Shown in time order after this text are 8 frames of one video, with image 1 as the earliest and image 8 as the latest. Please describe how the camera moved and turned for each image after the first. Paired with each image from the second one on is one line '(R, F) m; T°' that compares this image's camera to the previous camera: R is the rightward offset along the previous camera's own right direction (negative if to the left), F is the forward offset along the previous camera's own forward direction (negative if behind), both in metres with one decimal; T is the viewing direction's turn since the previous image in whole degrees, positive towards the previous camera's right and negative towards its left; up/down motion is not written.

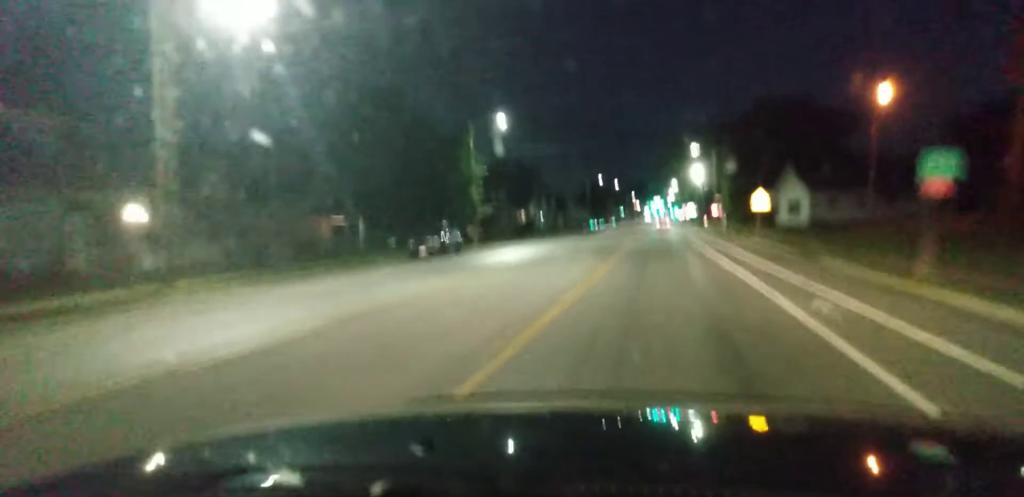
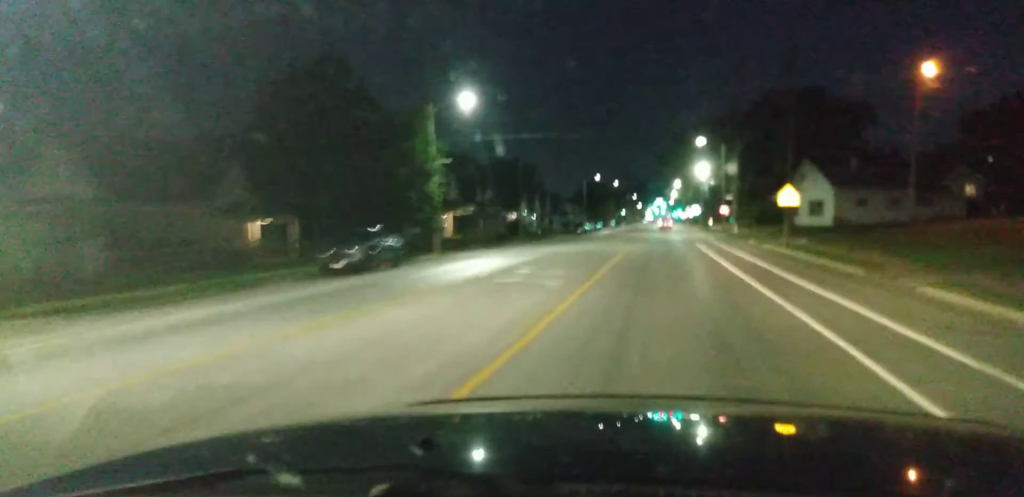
(0.0, +11.4) m; -1°
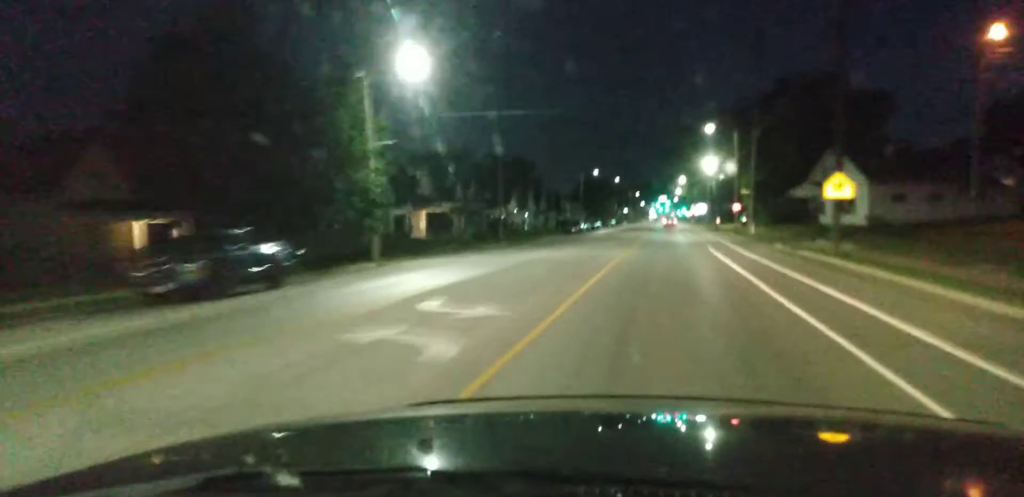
(0.0, +9.8) m; -1°
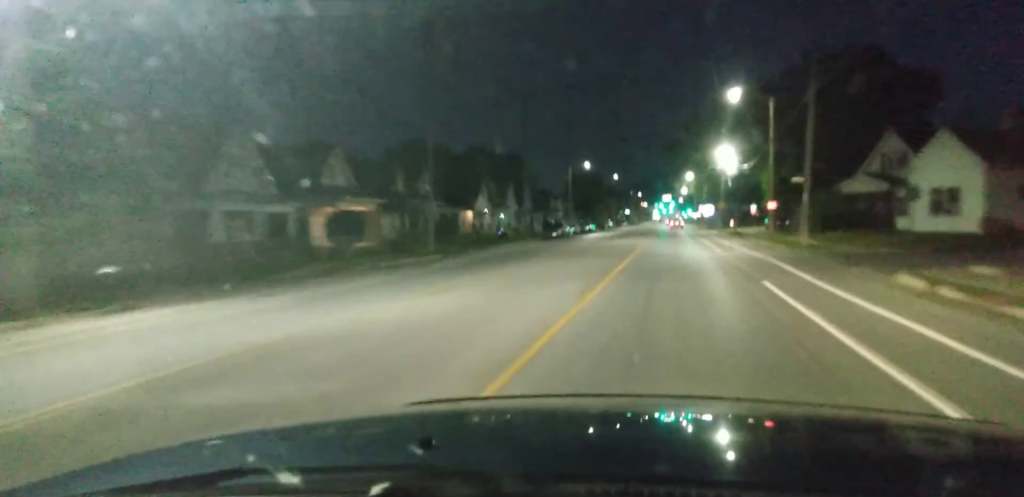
(-0.7, +21.3) m; -2°
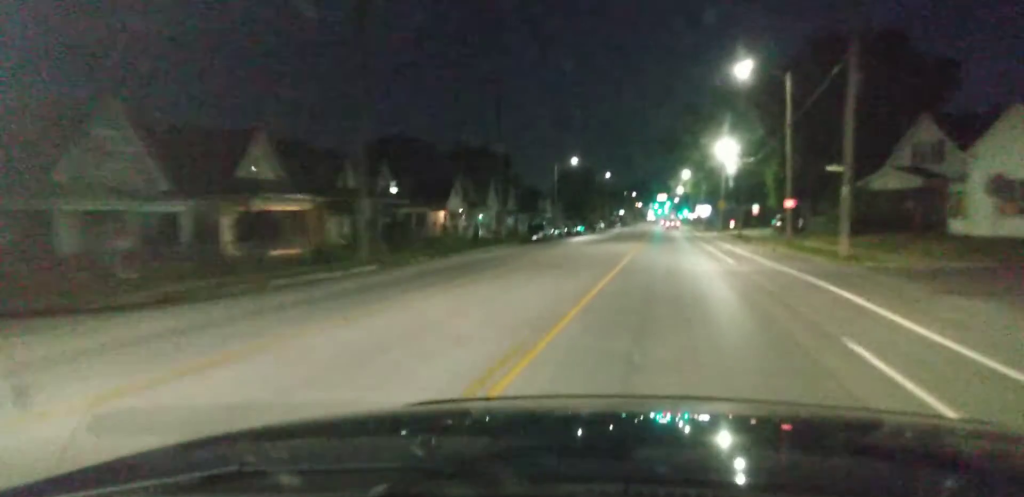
(-0.1, +9.0) m; 0°
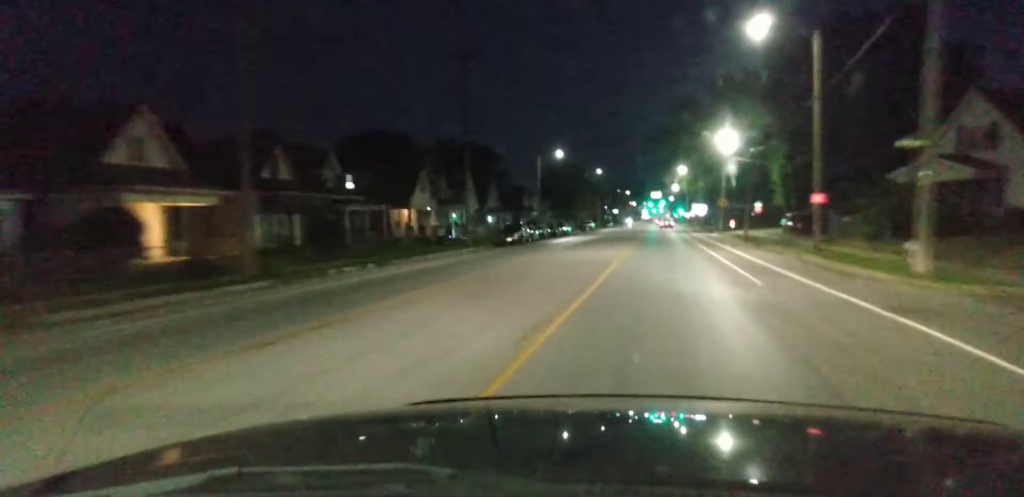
(+0.3, +9.8) m; +1°
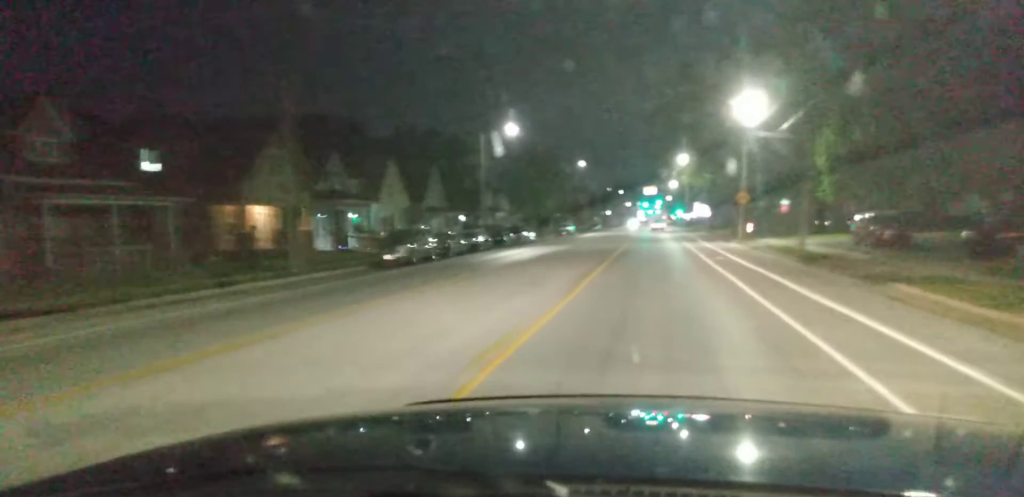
(-0.2, +24.3) m; 0°
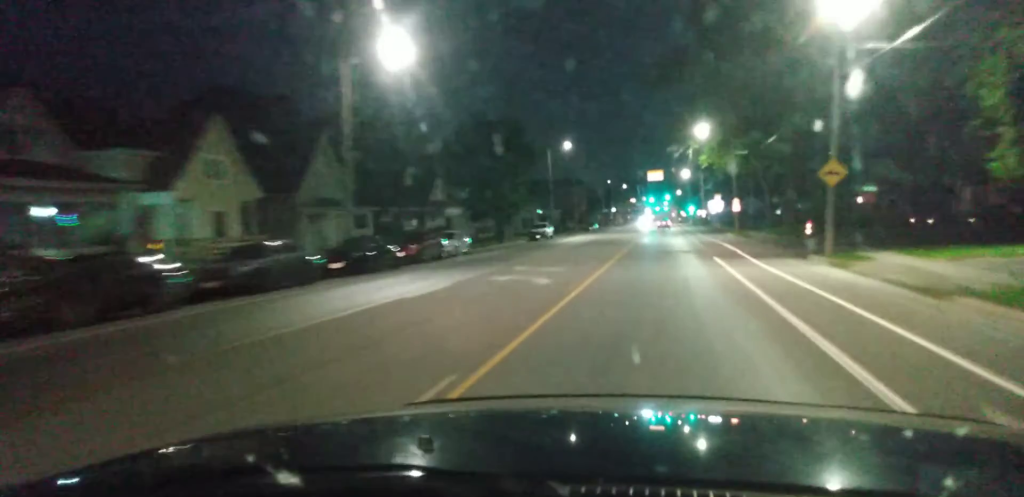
(+0.6, +28.5) m; +2°
